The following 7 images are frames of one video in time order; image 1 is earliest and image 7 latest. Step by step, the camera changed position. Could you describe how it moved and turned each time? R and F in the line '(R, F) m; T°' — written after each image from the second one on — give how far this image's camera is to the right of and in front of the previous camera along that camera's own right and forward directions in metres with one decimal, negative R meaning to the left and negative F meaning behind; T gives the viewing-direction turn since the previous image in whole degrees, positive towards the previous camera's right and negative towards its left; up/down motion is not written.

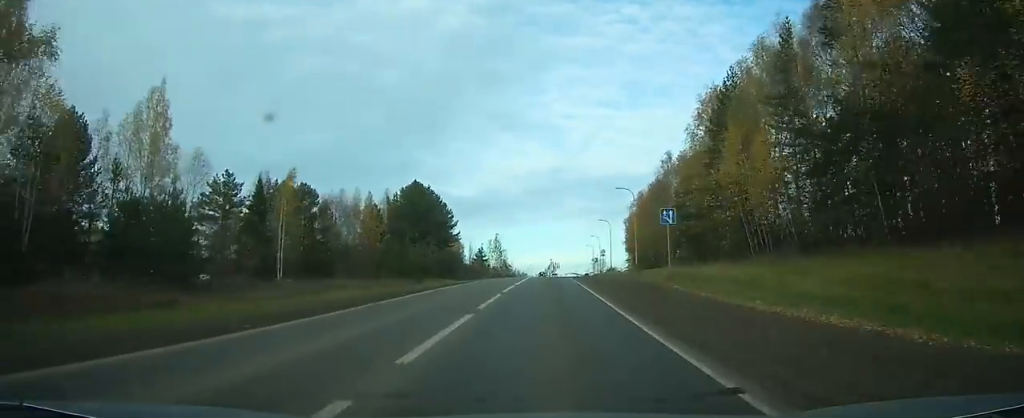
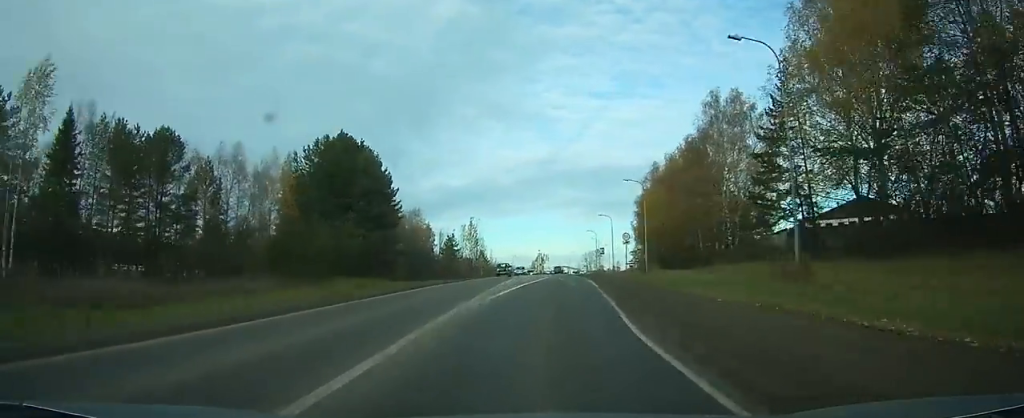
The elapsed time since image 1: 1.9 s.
(+0.1, +36.5) m; +1°
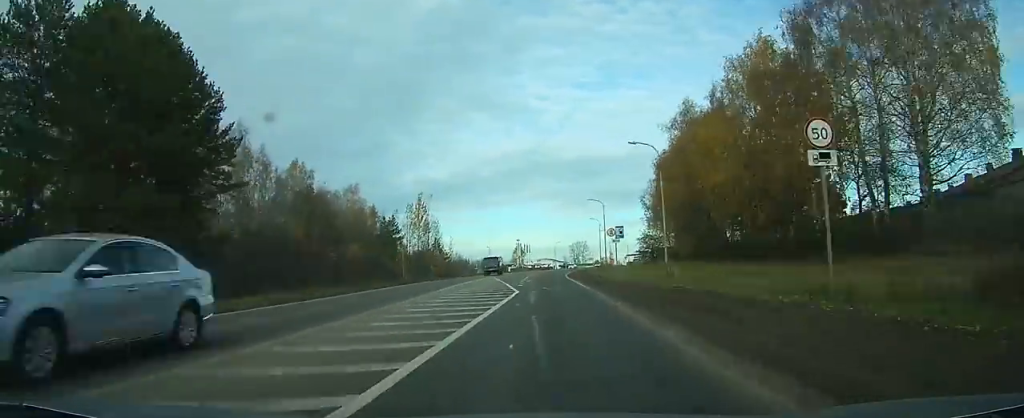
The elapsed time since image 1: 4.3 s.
(+0.8, +42.6) m; +2°
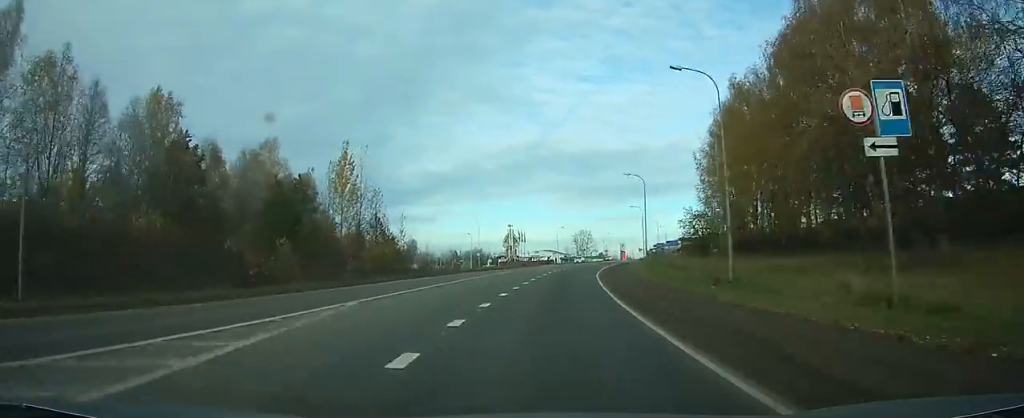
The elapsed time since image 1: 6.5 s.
(+0.4, +40.3) m; +1°
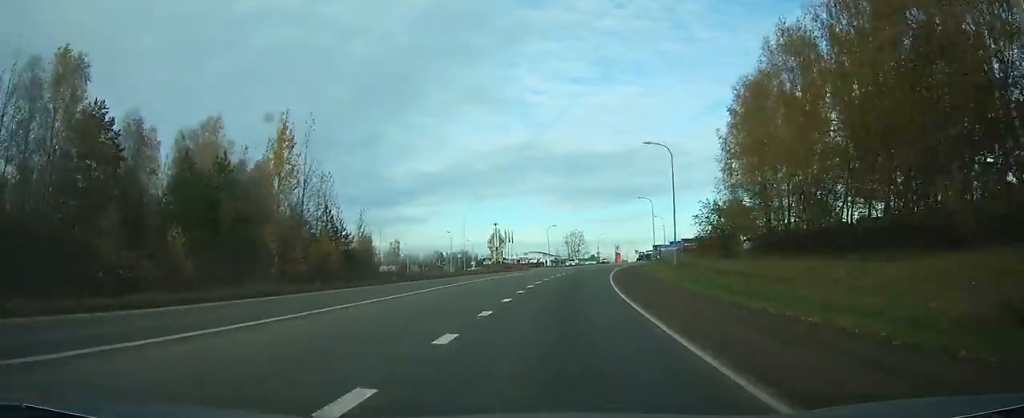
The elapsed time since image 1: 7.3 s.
(-0.1, +14.1) m; +1°
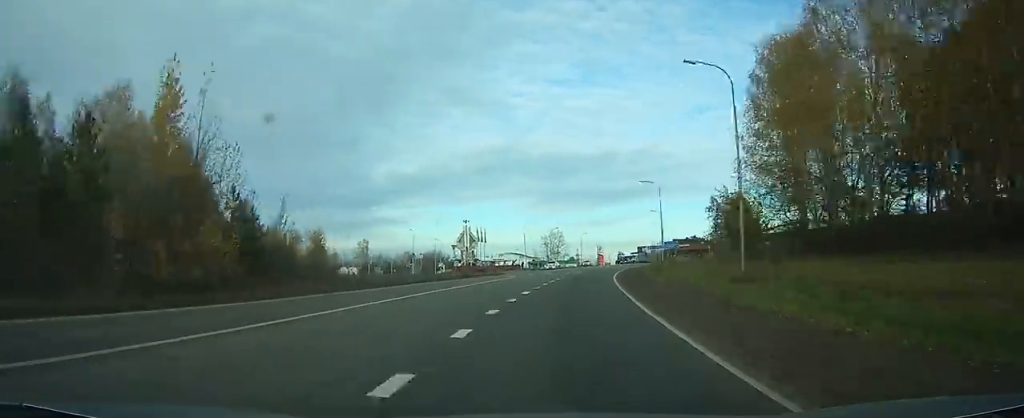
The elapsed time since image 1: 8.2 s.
(+0.1, +15.1) m; +1°
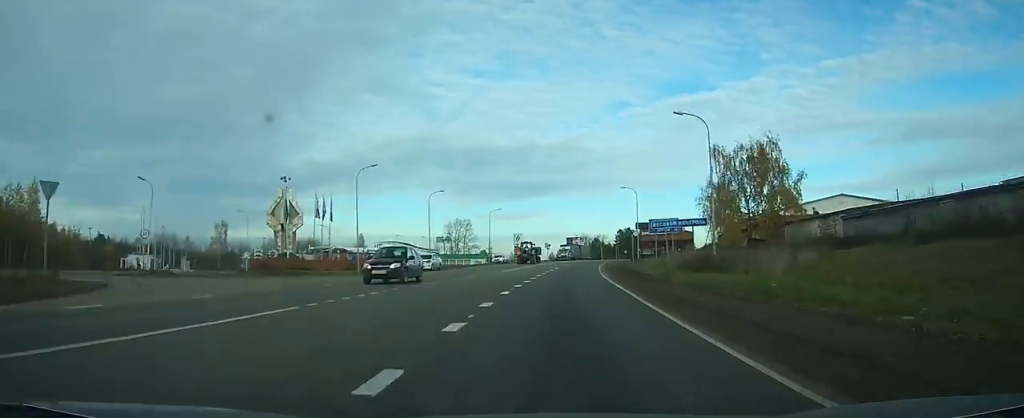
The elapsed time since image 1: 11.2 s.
(+2.3, +51.9) m; +6°
